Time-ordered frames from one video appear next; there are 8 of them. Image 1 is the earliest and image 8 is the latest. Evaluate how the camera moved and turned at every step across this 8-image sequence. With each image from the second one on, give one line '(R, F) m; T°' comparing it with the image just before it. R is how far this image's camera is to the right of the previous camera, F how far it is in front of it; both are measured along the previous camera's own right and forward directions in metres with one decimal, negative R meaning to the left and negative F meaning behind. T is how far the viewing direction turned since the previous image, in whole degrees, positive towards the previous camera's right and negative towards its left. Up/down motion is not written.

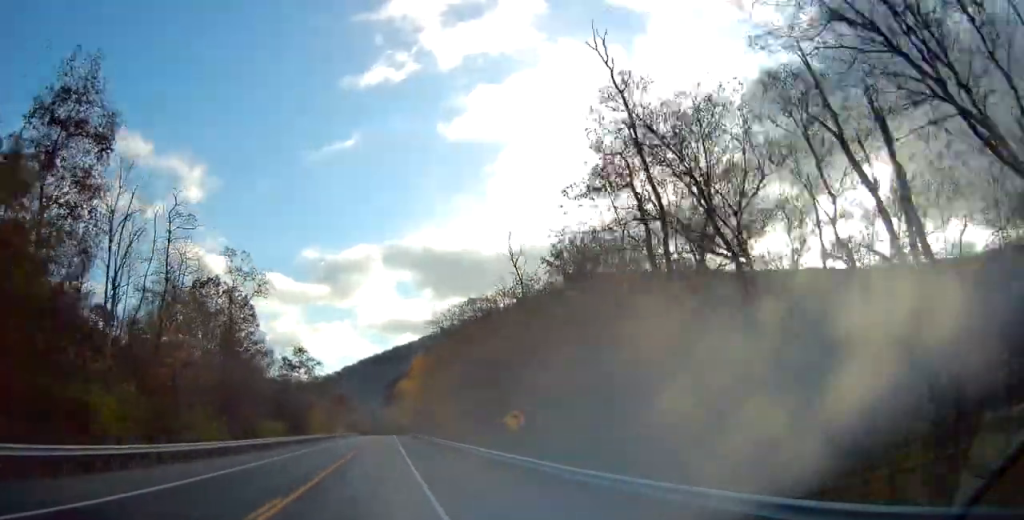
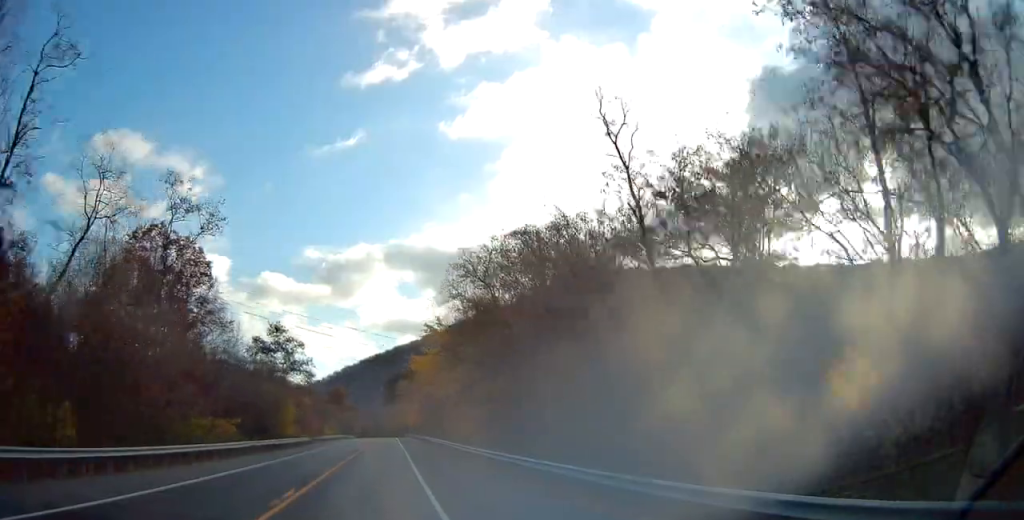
(-0.2, +21.5) m; 0°
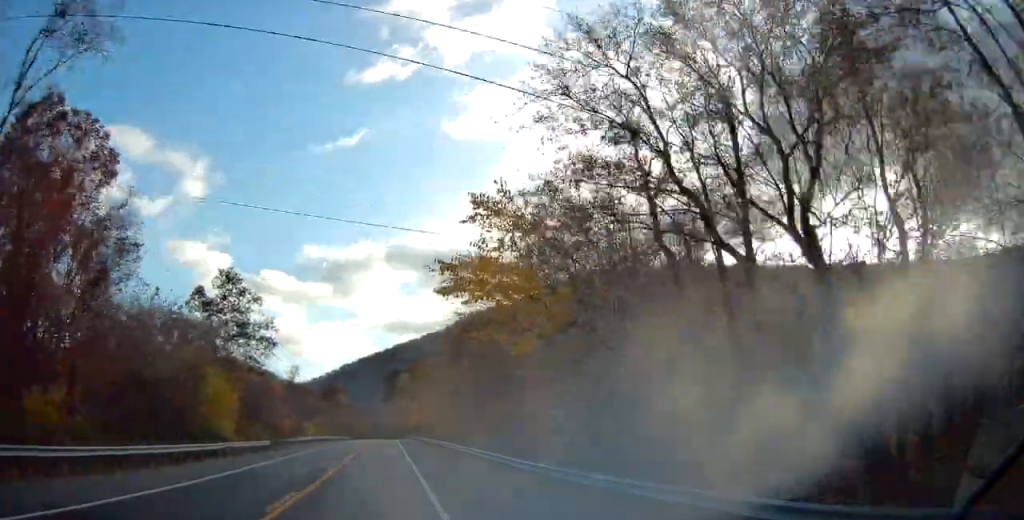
(+0.1, +24.8) m; 0°
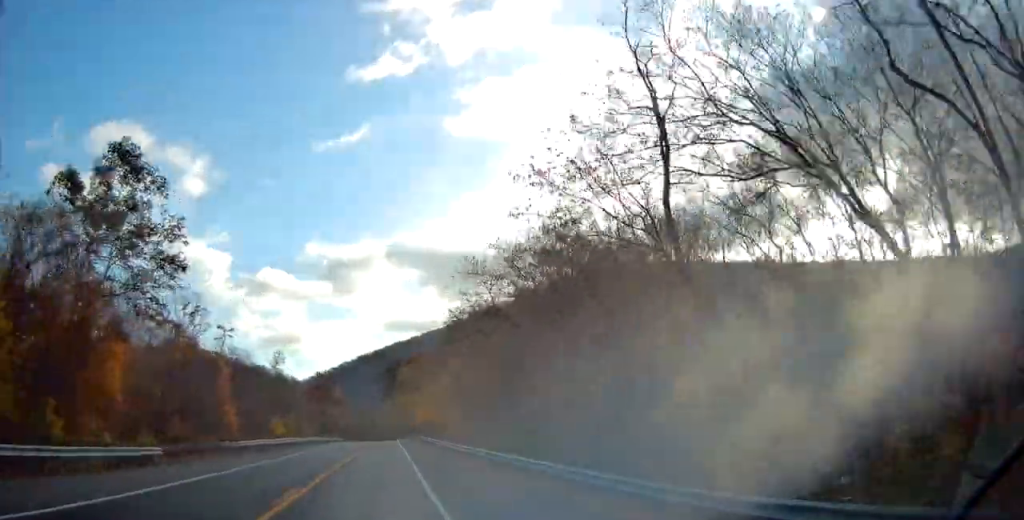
(0.0, +23.2) m; 0°
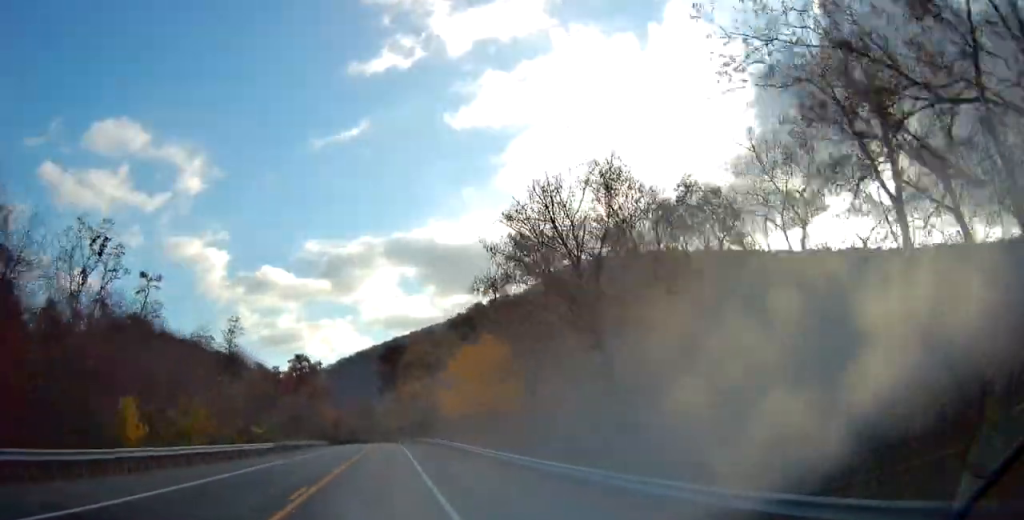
(0.0, +35.4) m; 0°
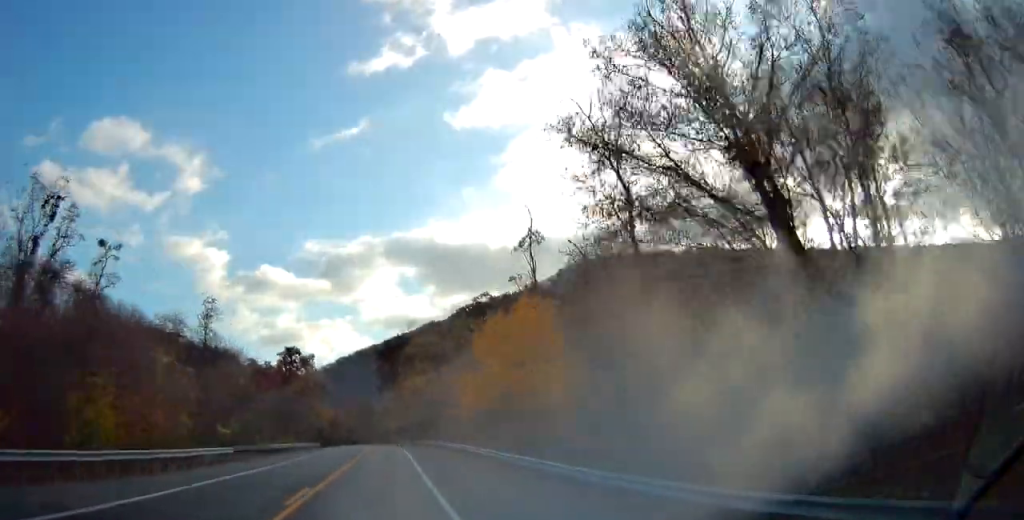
(0.0, +12.2) m; 0°
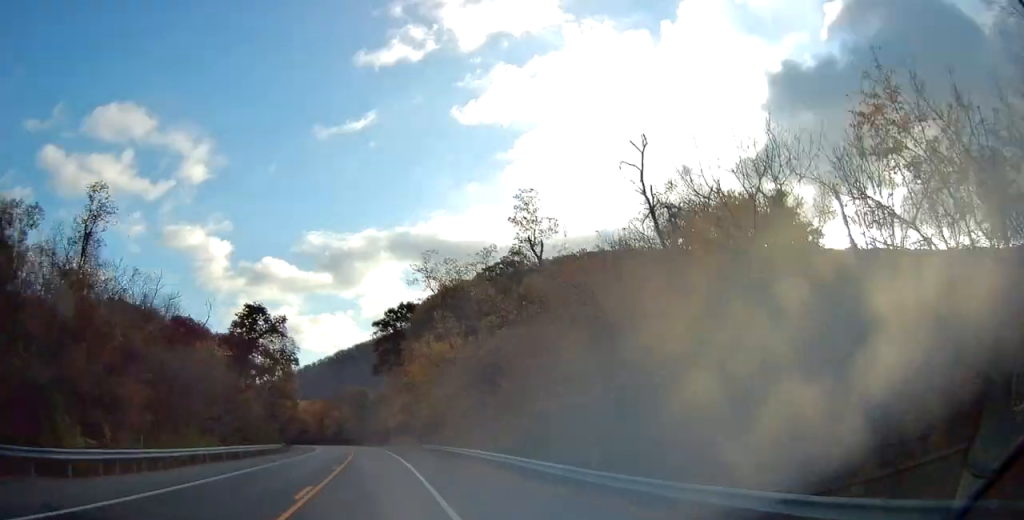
(0.0, +34.4) m; 0°
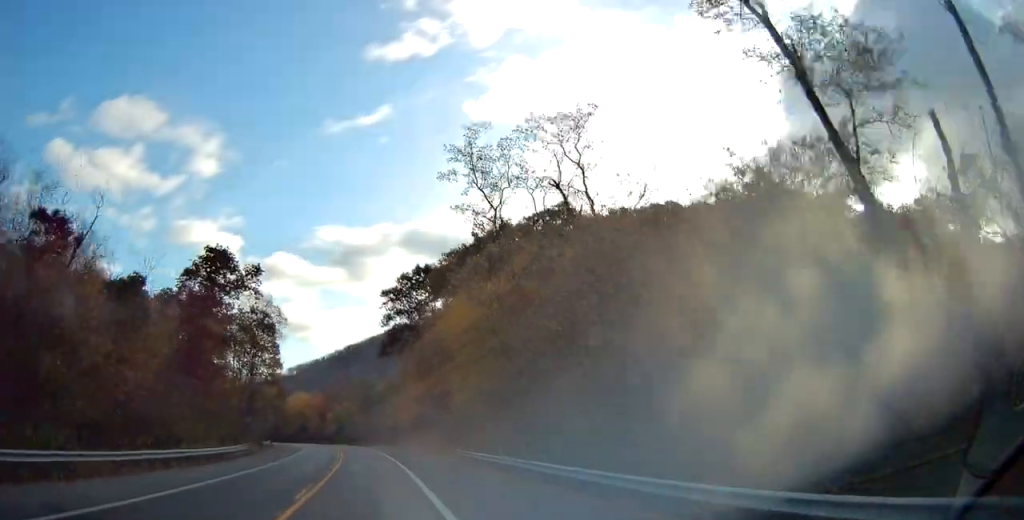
(0.0, +23.9) m; 0°
